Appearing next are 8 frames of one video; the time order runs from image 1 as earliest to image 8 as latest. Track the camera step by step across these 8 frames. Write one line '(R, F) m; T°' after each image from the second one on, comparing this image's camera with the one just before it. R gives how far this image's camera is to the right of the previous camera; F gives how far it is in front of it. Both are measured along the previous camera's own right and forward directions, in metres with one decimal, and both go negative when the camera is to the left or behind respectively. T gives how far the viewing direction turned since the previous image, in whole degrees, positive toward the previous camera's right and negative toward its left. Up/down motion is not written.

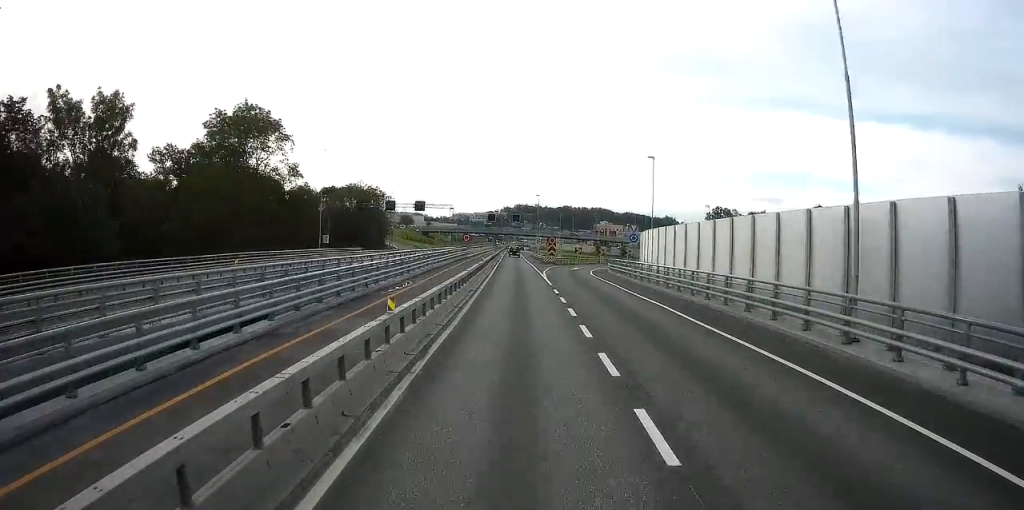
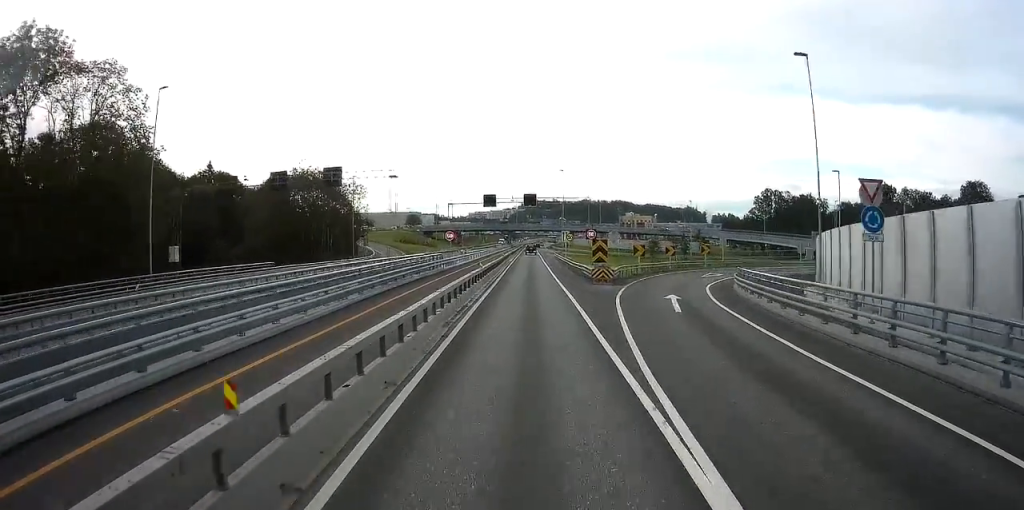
(-1.2, +34.0) m; -2°
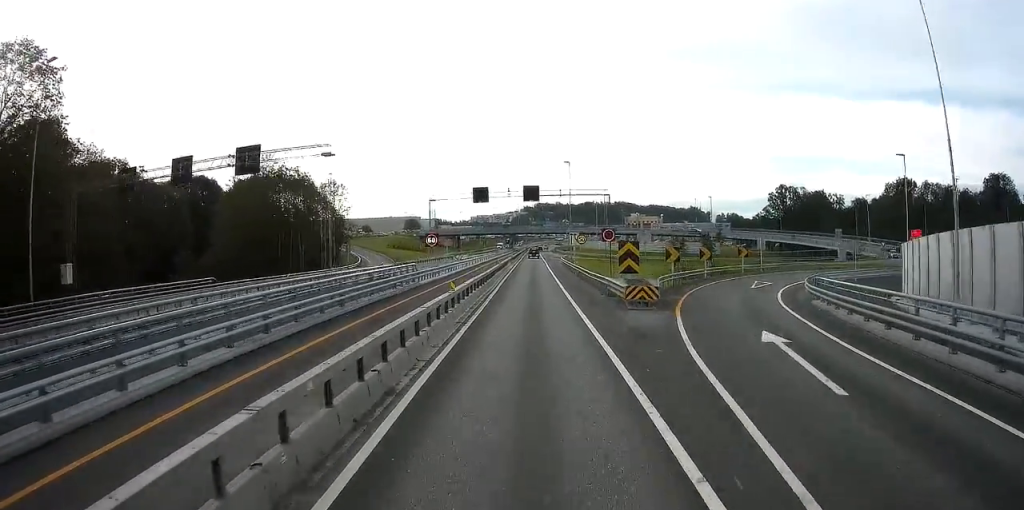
(+0.1, +10.6) m; 0°
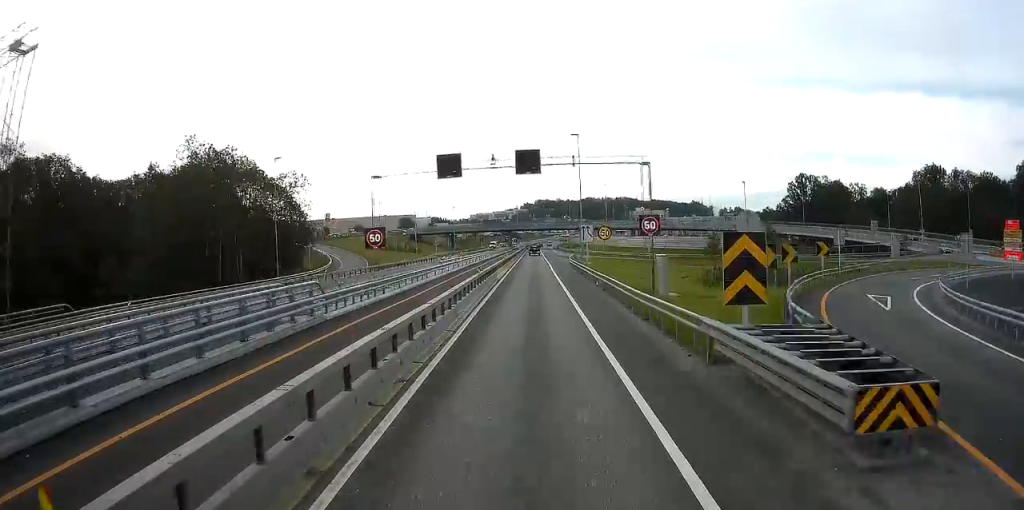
(+0.1, +15.3) m; 0°
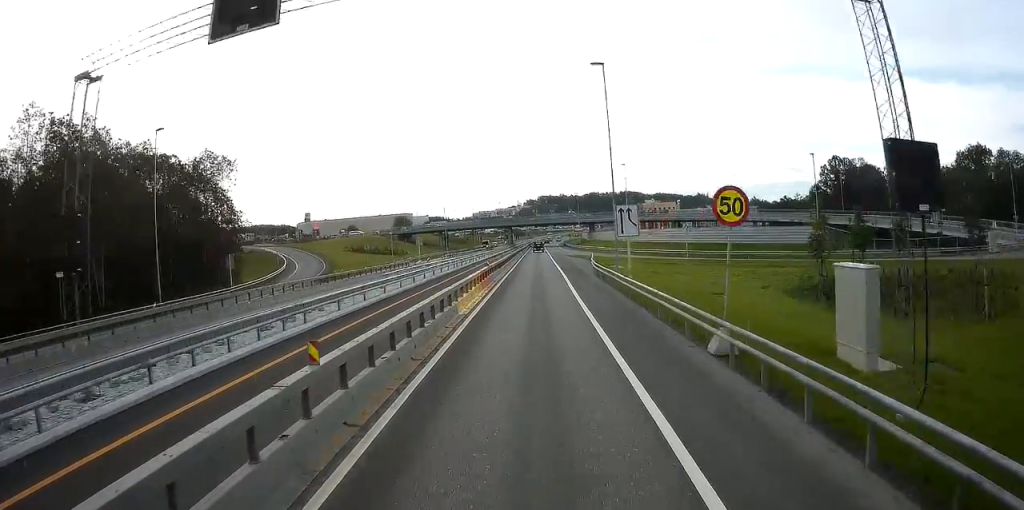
(0.0, +20.0) m; 0°
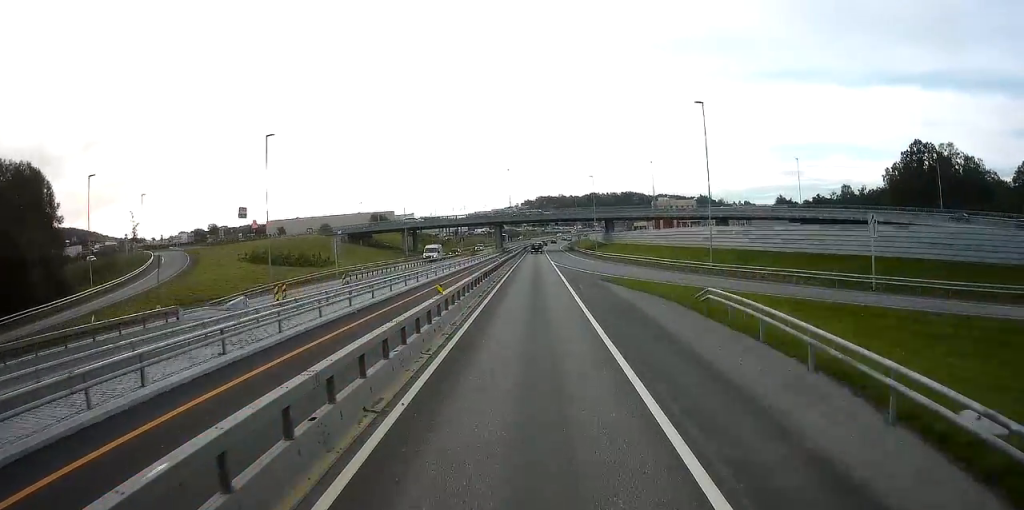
(-0.3, +38.7) m; -1°
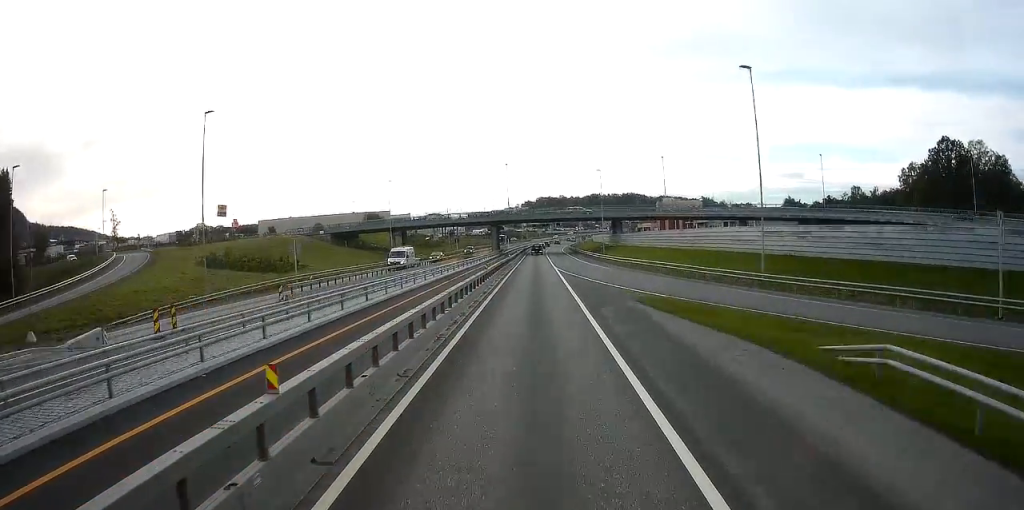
(0.0, +9.9) m; 0°
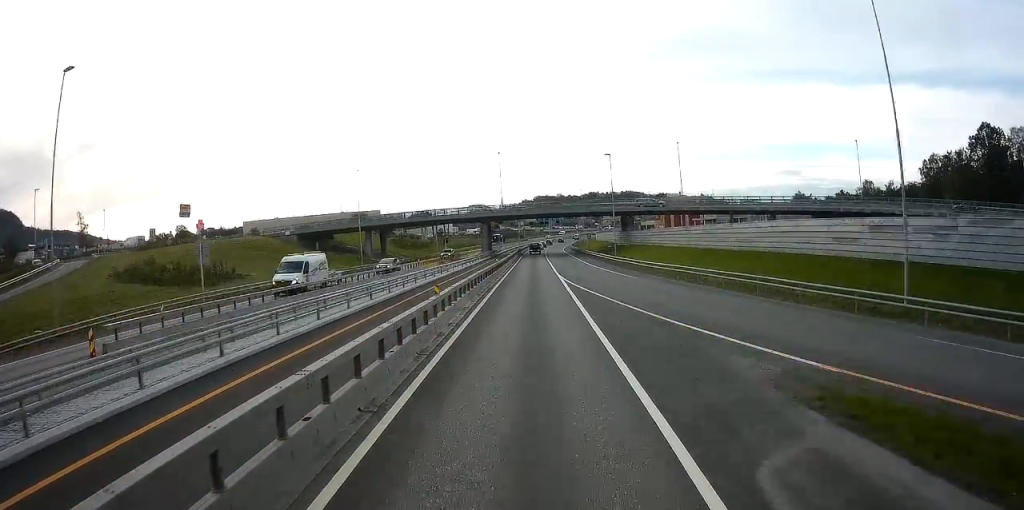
(0.0, +14.0) m; 0°
